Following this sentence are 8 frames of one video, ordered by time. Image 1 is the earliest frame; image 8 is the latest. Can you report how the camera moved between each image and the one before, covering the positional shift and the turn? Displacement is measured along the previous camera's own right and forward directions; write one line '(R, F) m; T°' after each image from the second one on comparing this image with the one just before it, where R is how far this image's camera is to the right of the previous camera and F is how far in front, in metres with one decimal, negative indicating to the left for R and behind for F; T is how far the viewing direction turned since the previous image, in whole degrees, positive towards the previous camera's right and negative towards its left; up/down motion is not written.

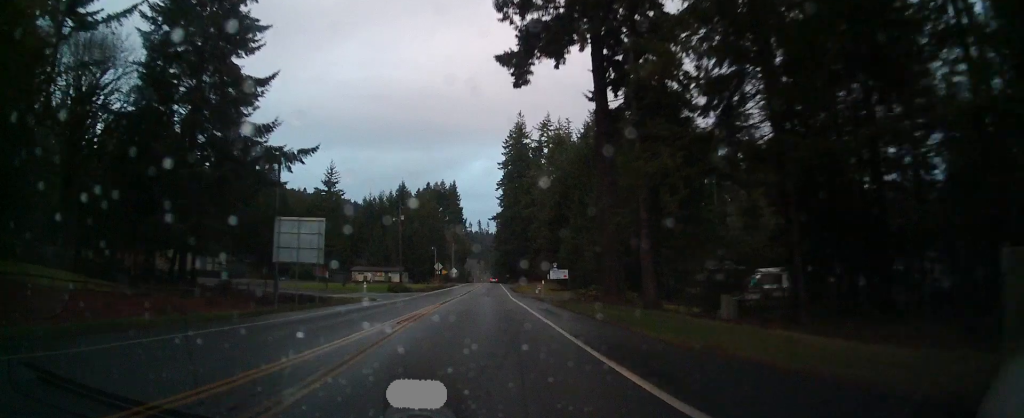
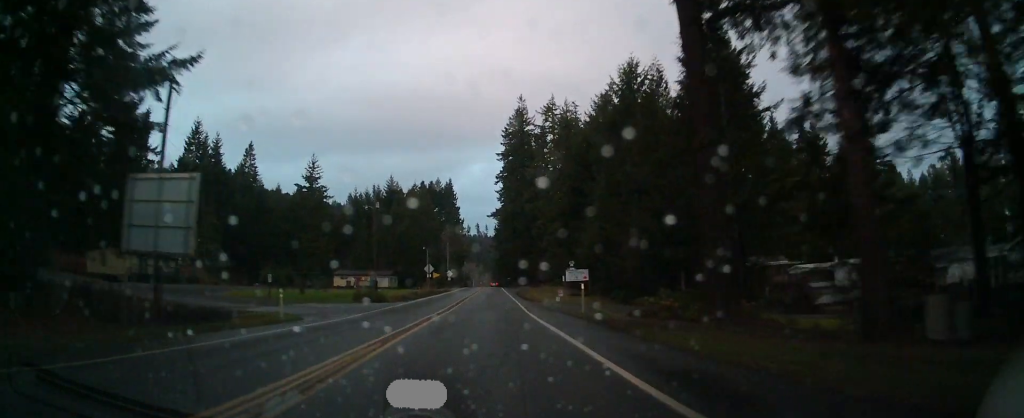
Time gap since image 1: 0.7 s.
(-0.1, +17.1) m; -1°
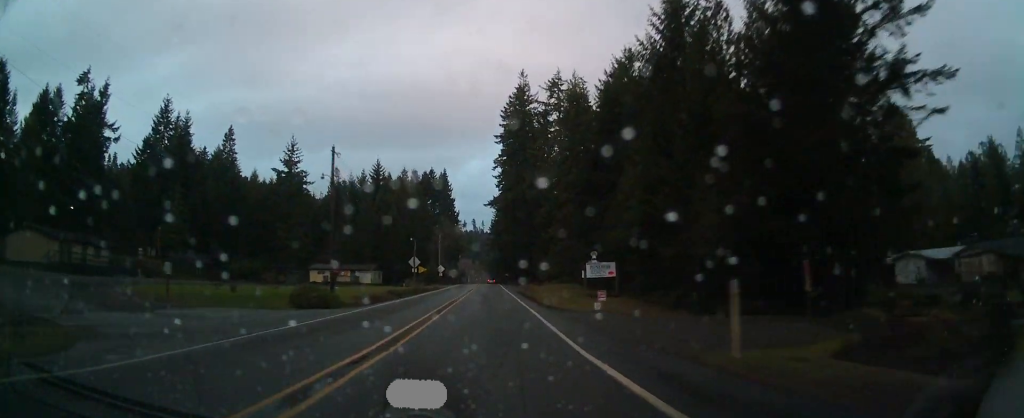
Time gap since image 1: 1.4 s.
(-0.4, +15.7) m; -1°
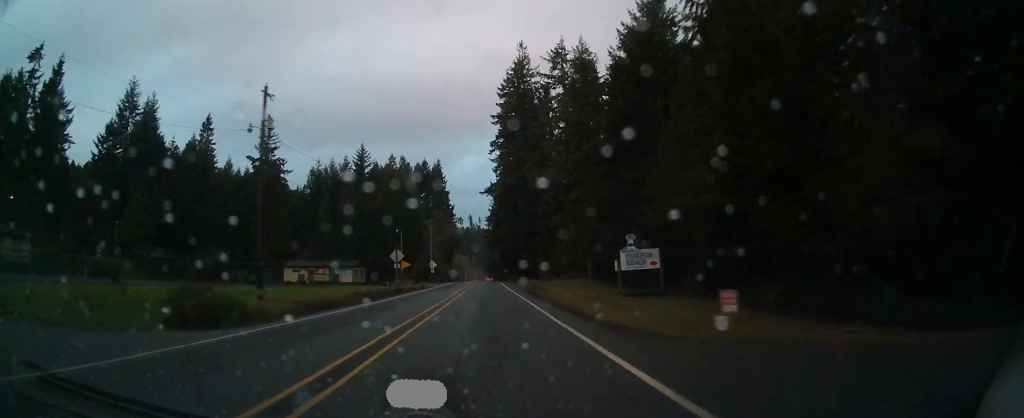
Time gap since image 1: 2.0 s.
(0.0, +14.4) m; 0°
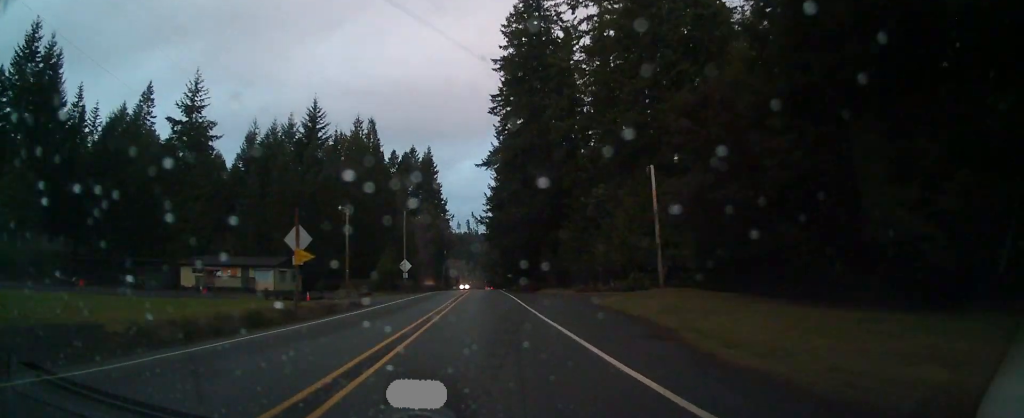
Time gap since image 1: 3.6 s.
(-0.4, +37.6) m; -1°
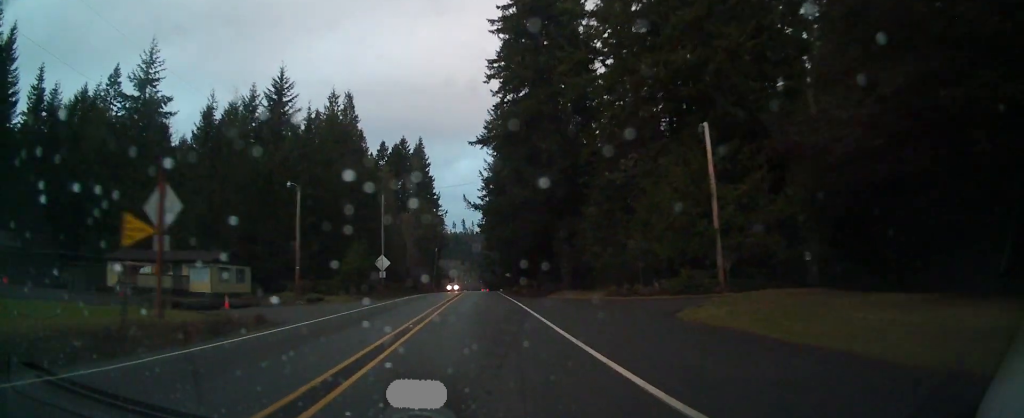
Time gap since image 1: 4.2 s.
(+0.1, +14.9) m; 0°
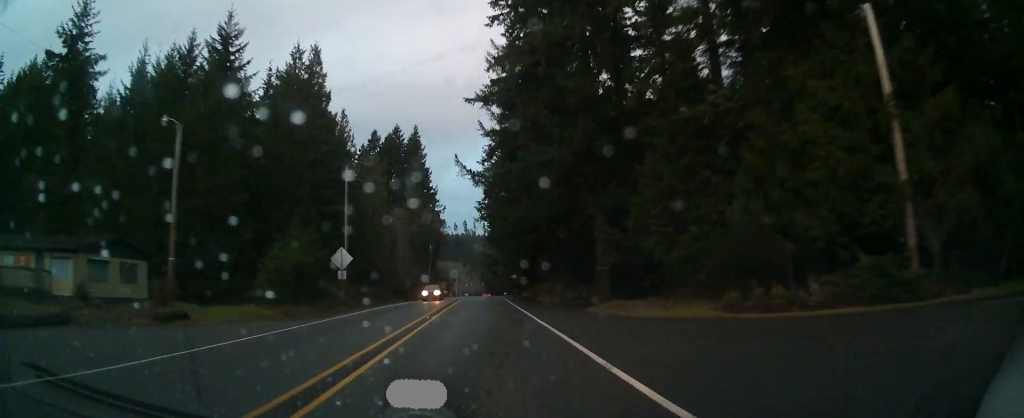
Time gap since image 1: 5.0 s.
(+0.1, +19.6) m; 0°
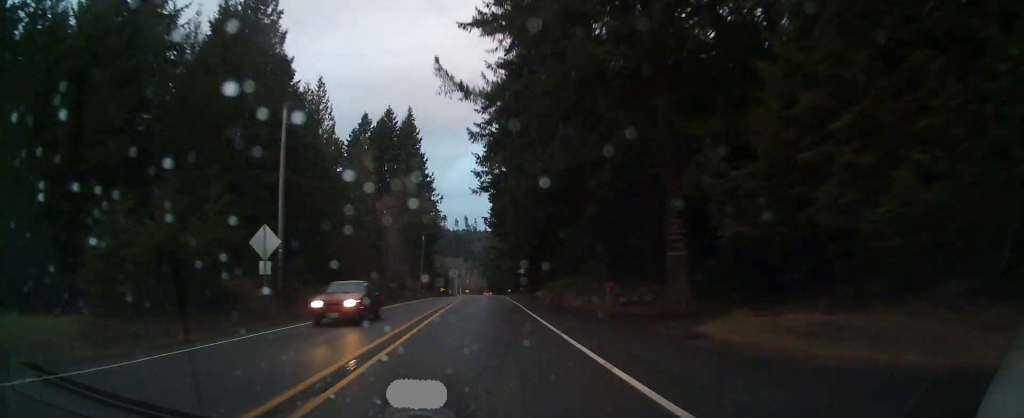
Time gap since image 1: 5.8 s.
(0.0, +17.1) m; 0°
